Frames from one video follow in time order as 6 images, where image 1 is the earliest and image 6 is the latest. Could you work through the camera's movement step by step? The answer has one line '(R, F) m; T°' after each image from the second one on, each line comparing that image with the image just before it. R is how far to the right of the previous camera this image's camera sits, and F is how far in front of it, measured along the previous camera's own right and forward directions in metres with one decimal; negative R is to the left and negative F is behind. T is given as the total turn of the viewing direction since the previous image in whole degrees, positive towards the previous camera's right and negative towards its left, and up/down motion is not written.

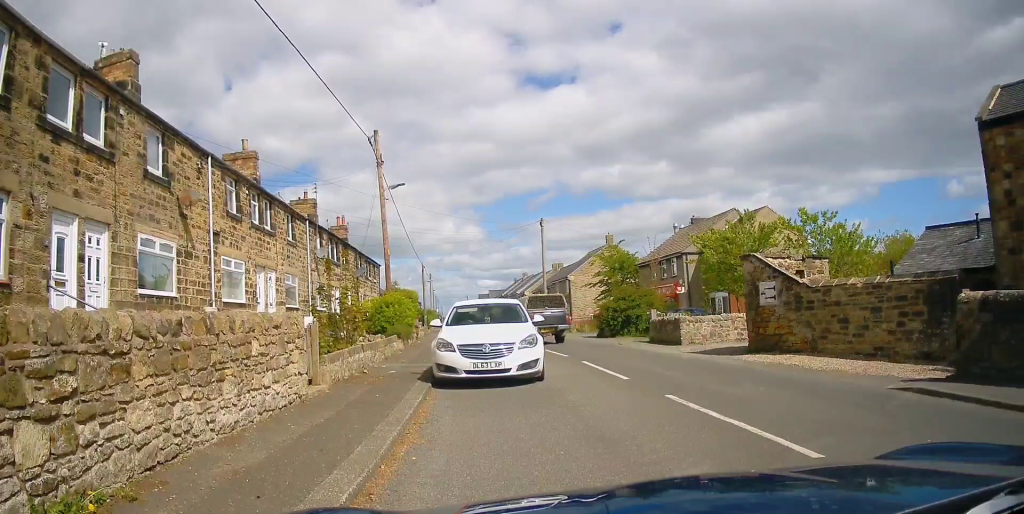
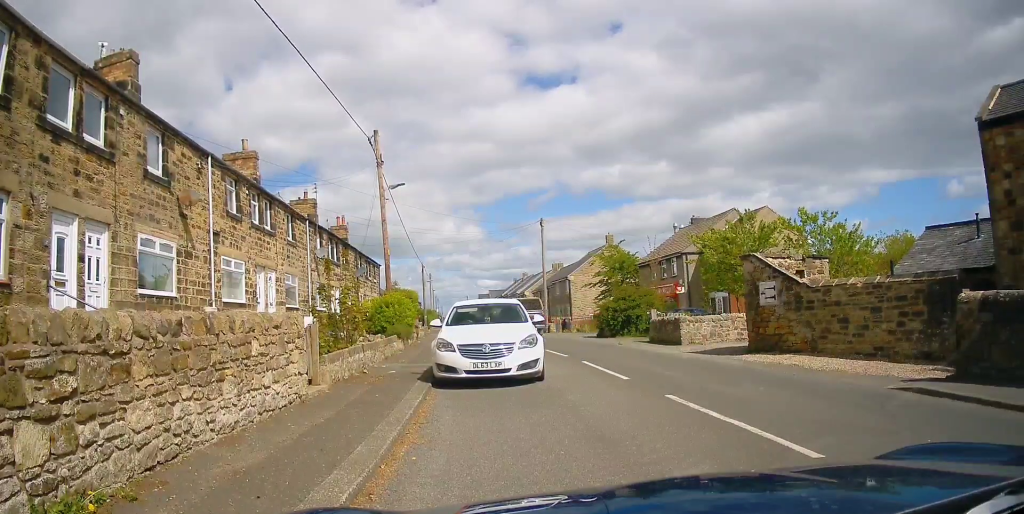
(0.0, 0.0) m; 0°
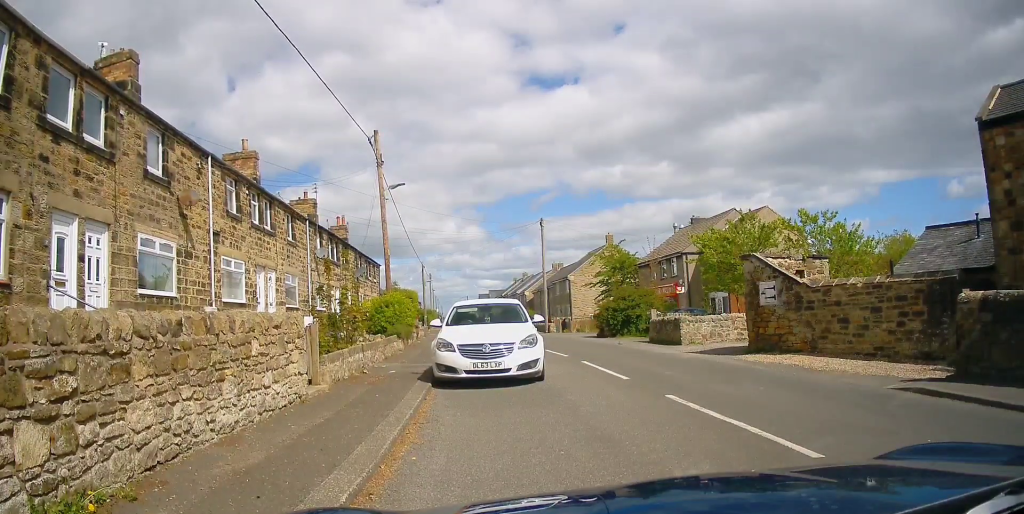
(0.0, 0.0) m; 0°
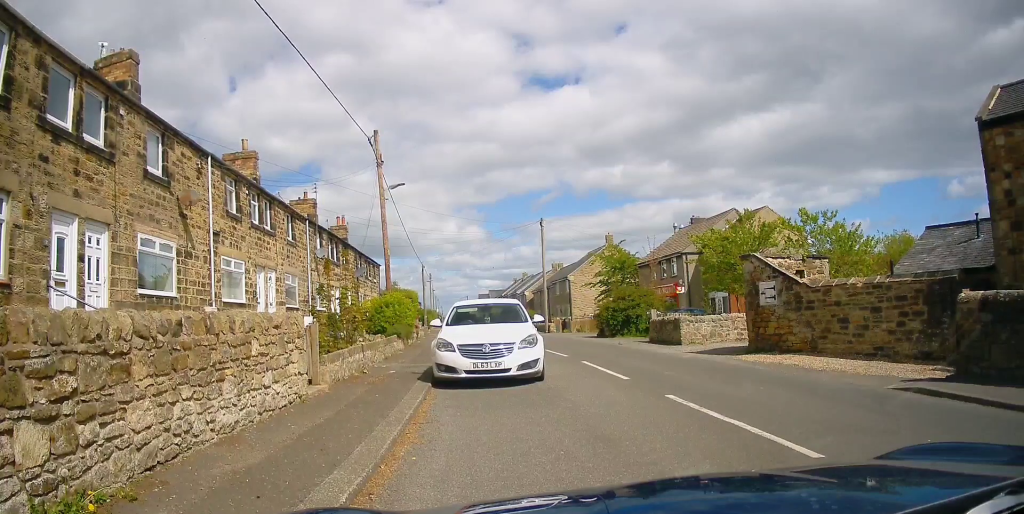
(0.0, 0.0) m; 0°
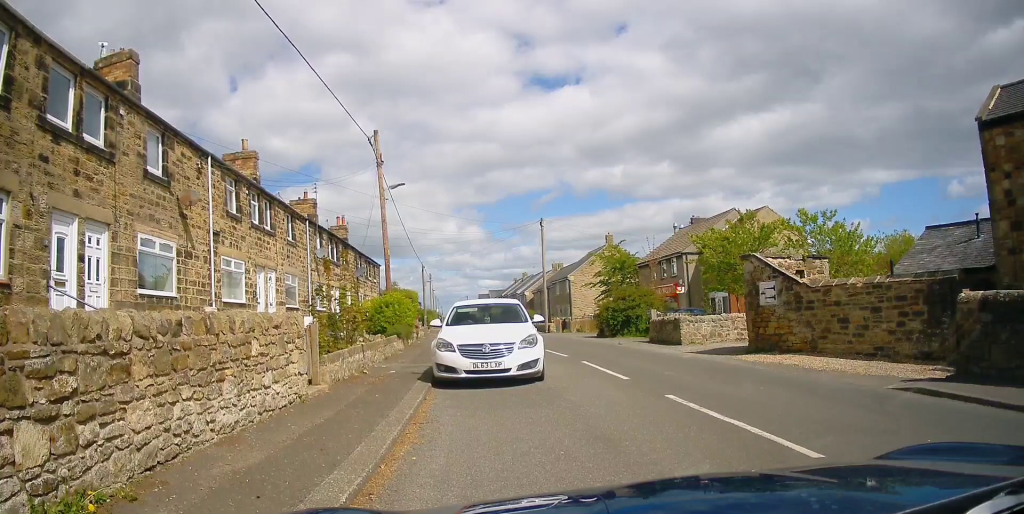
(0.0, 0.0) m; 0°
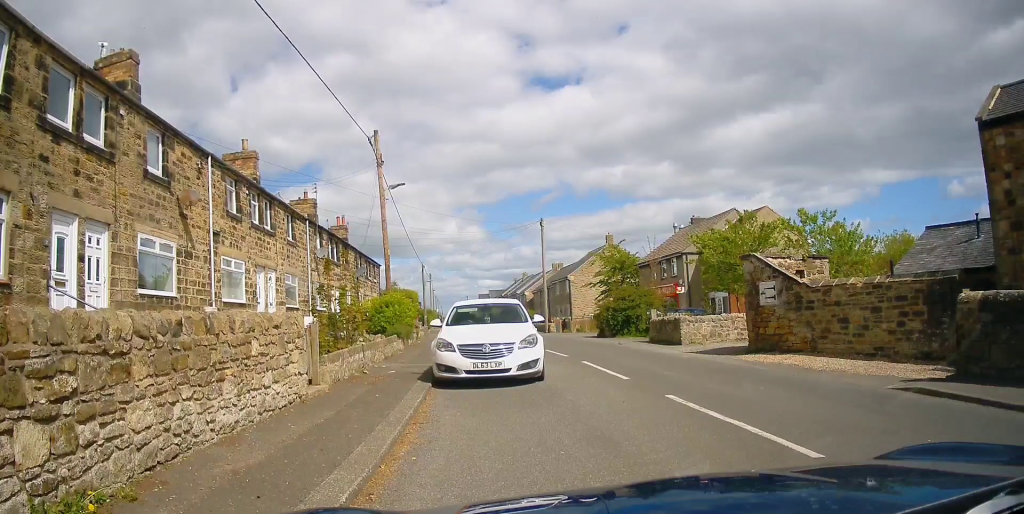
(0.0, 0.0) m; 0°
